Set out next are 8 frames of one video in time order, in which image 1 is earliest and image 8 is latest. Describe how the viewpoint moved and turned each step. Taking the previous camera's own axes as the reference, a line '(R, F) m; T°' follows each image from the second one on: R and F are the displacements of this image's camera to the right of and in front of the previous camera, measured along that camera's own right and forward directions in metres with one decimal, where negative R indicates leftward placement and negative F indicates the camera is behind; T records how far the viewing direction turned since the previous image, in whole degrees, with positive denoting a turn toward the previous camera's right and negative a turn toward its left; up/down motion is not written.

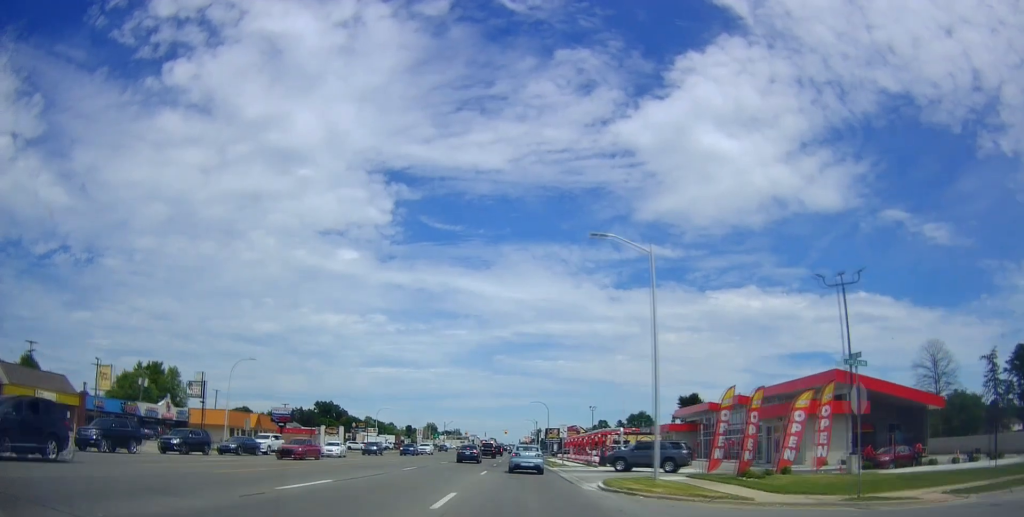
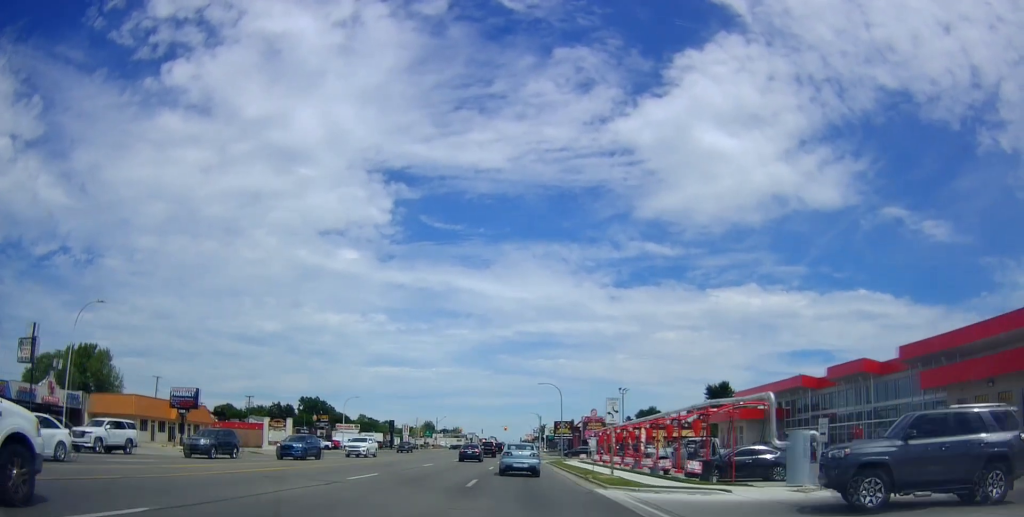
(-0.4, +23.5) m; -1°
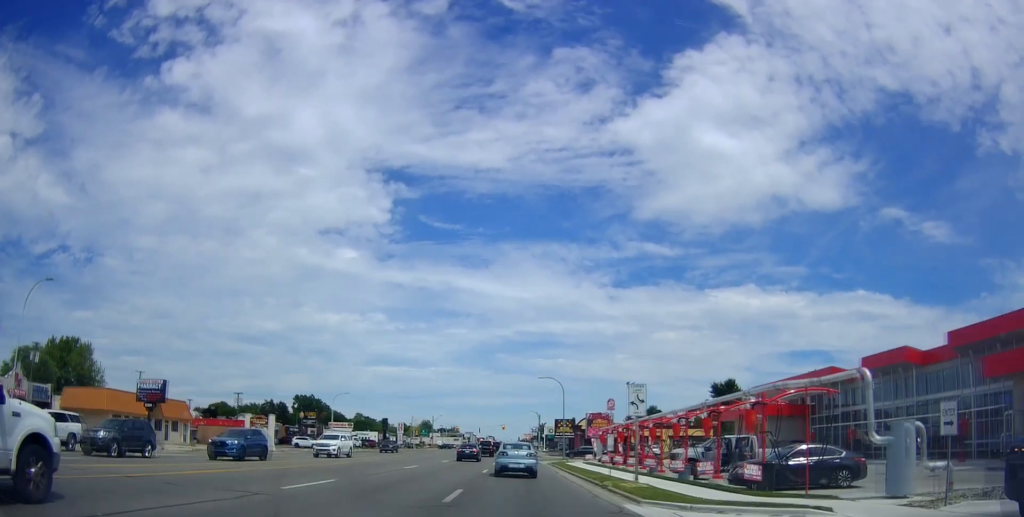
(0.0, +5.9) m; 0°
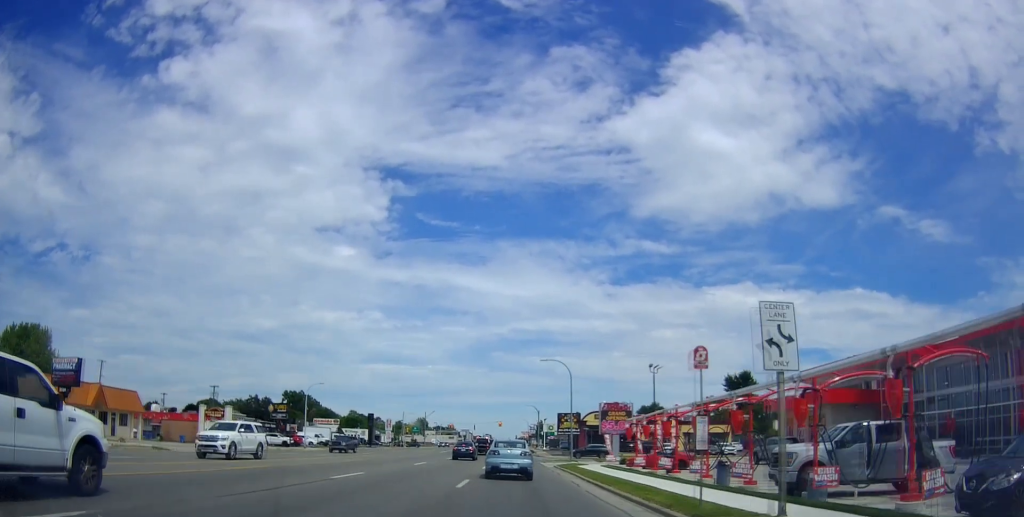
(+0.1, +12.1) m; 0°
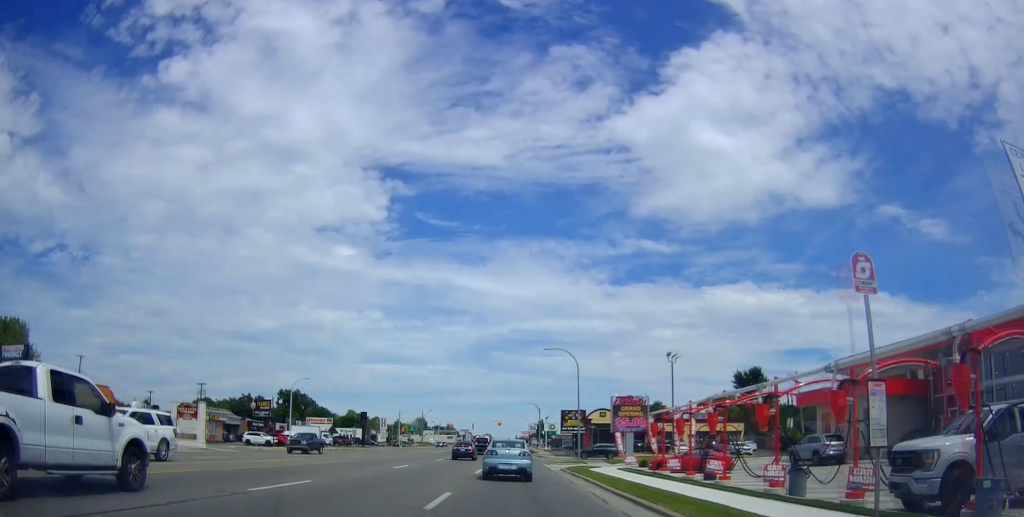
(+0.1, +6.7) m; 0°
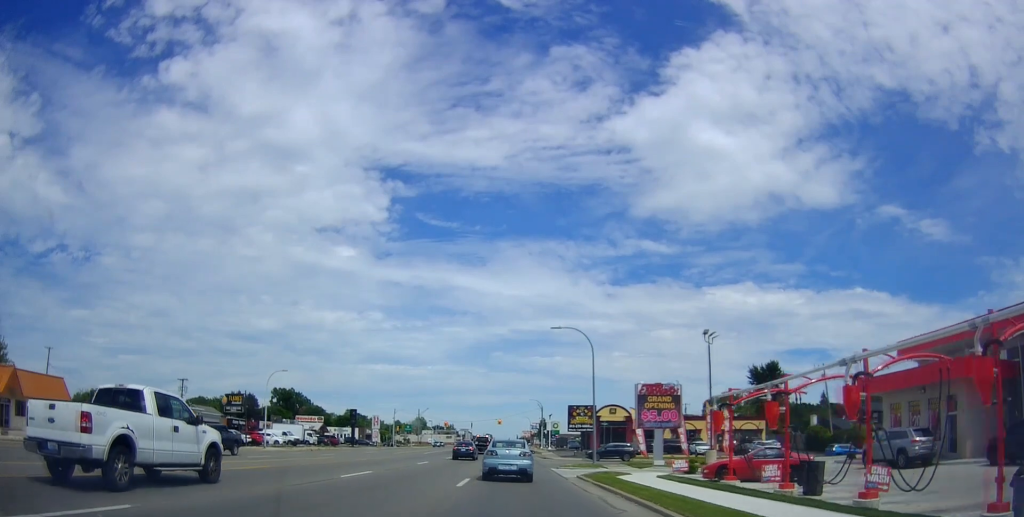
(-0.4, +9.6) m; +2°
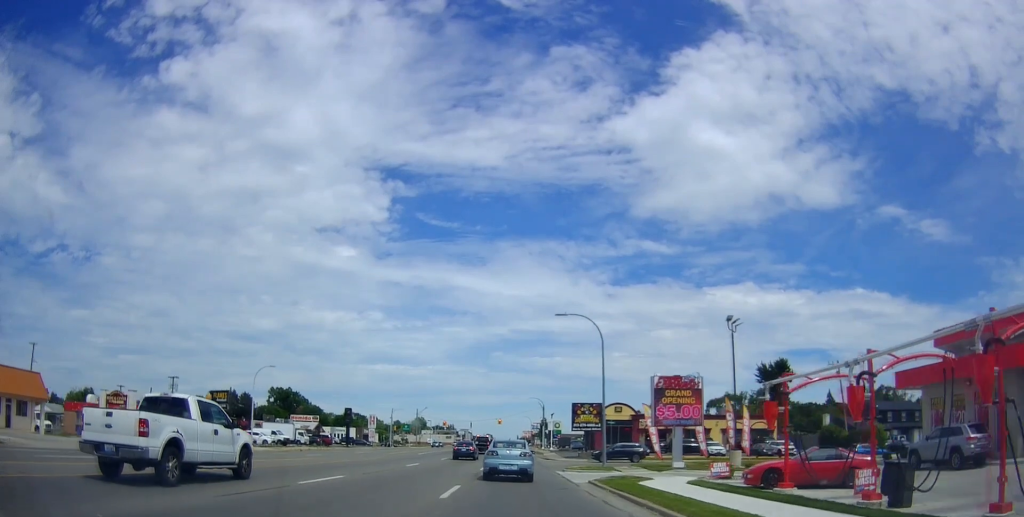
(+0.2, +4.4) m; +1°
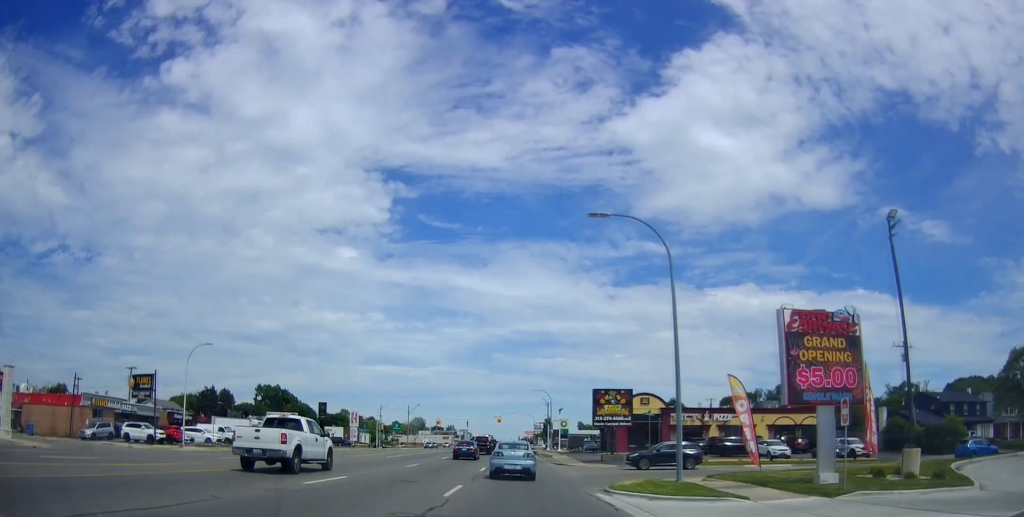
(+0.6, +16.5) m; 0°
